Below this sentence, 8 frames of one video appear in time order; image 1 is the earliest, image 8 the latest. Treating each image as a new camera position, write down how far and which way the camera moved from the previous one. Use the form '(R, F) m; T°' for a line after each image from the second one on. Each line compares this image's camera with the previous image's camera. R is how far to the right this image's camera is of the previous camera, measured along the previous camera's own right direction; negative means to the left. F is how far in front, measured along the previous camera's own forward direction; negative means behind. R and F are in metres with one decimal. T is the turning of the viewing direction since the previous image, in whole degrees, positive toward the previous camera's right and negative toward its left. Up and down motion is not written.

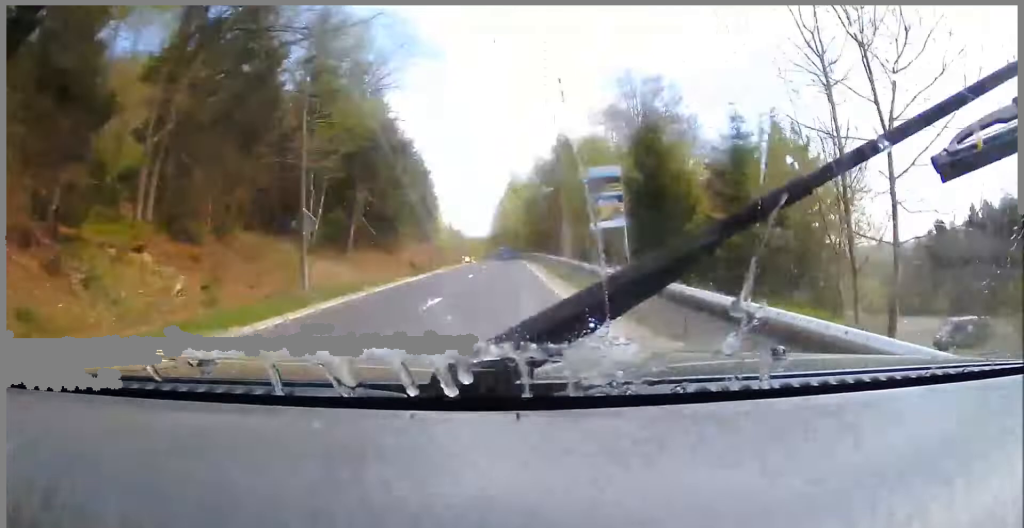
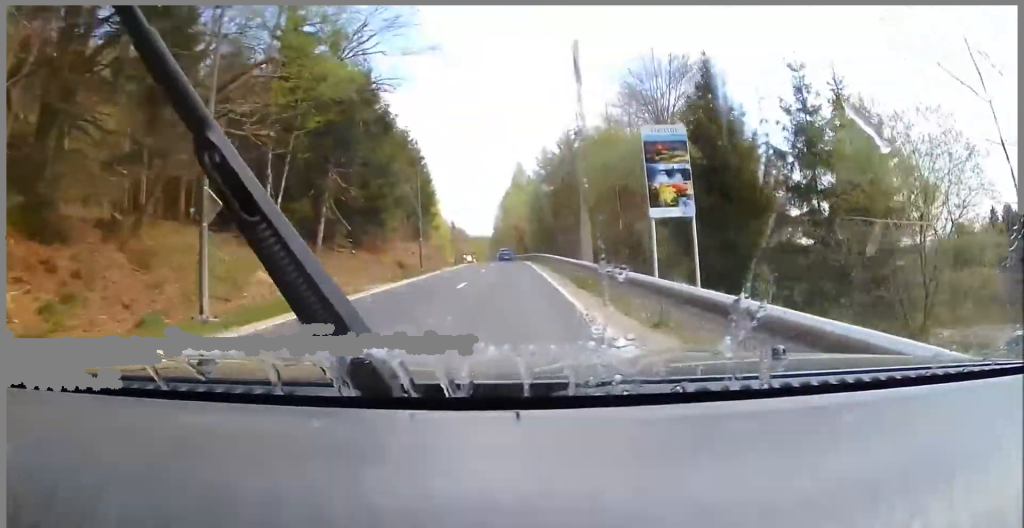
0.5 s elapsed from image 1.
(-0.3, +6.2) m; -3°
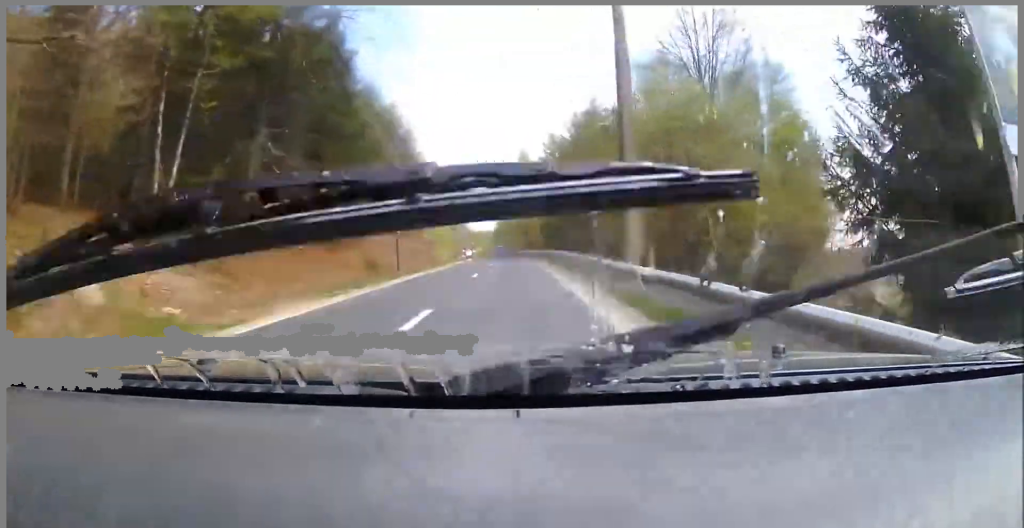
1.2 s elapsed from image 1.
(-0.2, +8.8) m; -3°
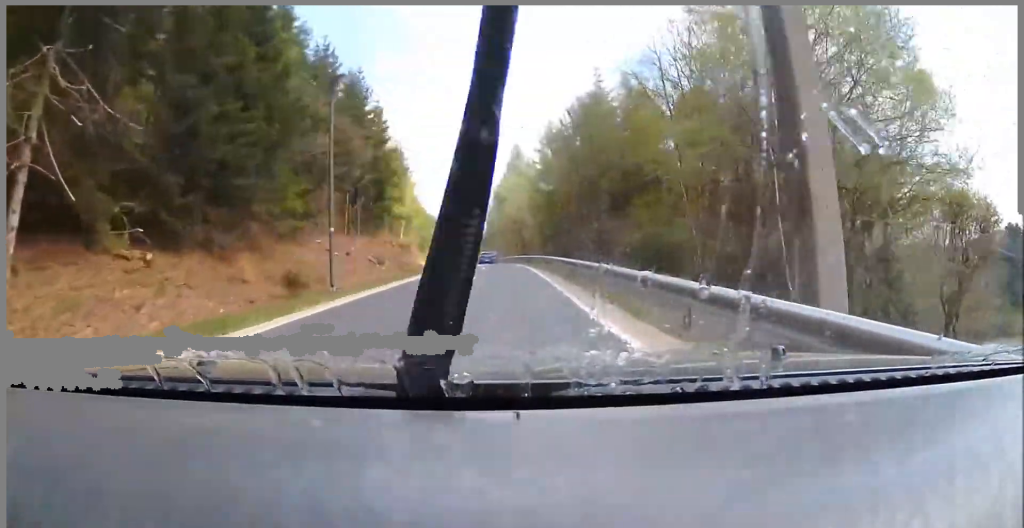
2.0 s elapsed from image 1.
(-0.4, +10.8) m; -2°
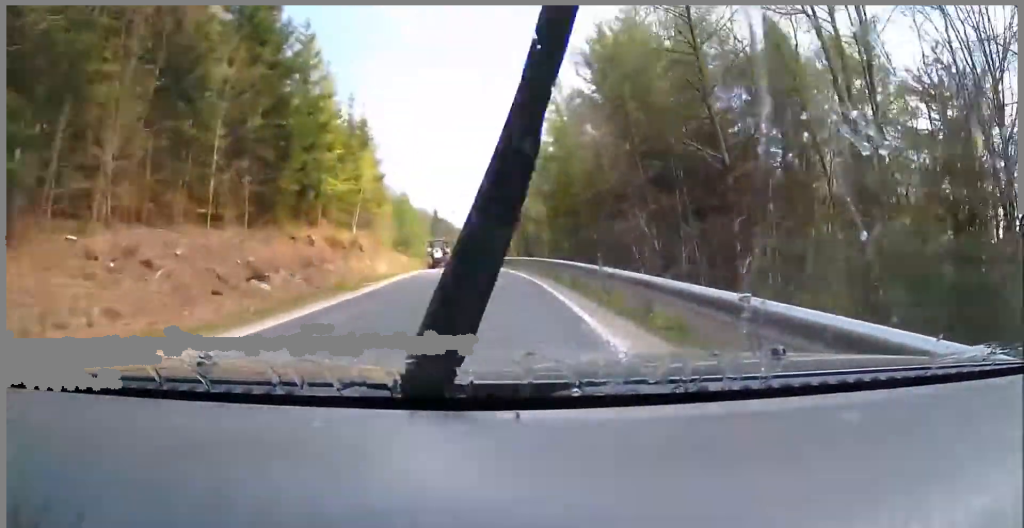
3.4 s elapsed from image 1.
(+0.3, +18.1) m; +2°
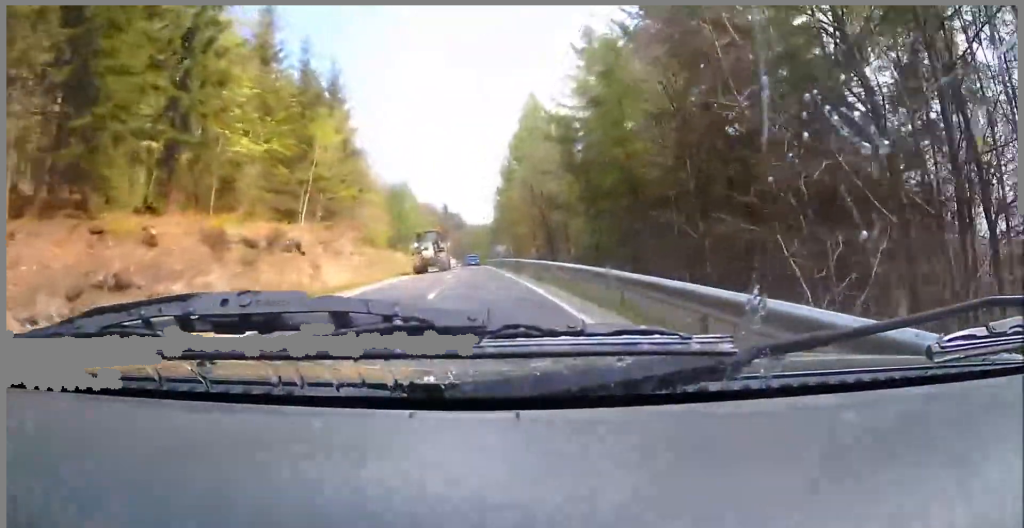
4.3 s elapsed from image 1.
(+0.2, +13.7) m; -1°
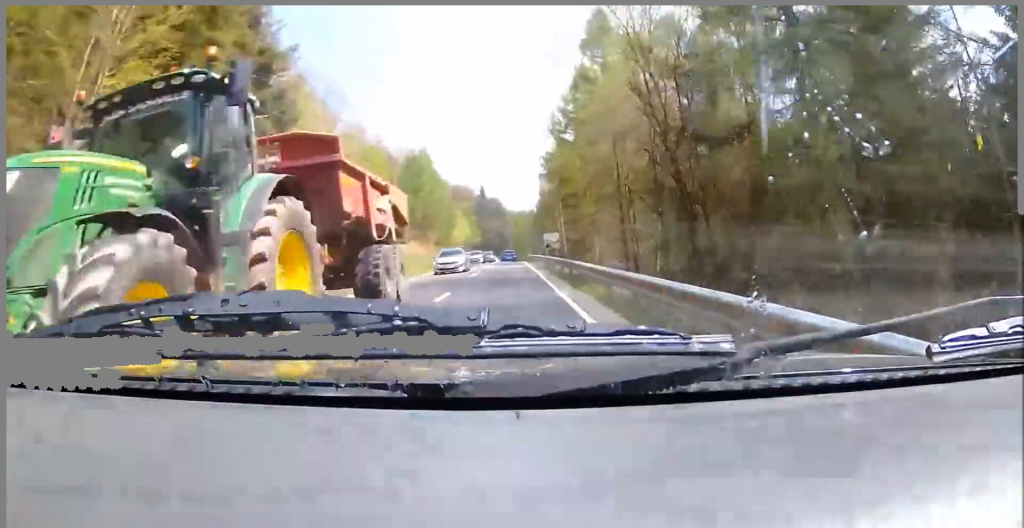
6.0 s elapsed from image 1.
(-0.7, +24.5) m; -4°
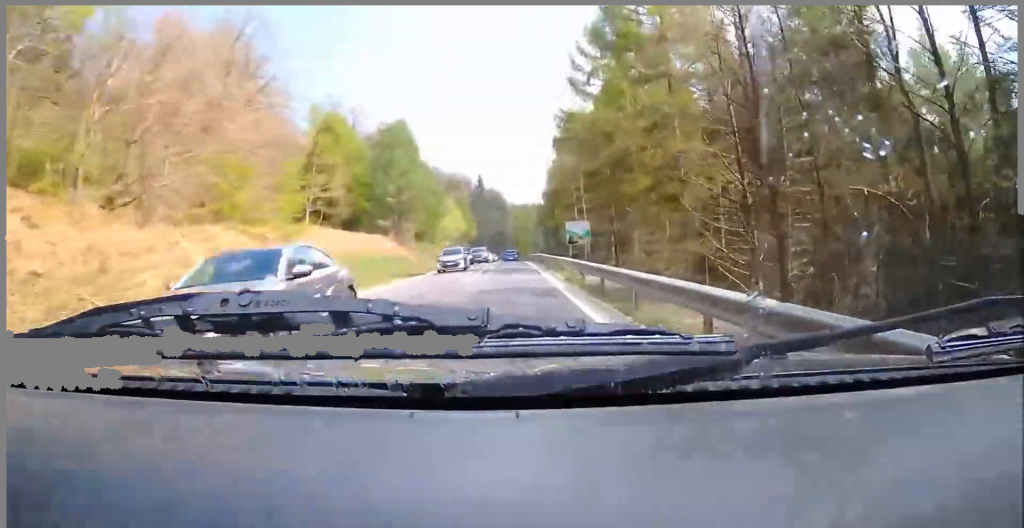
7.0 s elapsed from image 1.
(-0.5, +16.9) m; -2°
